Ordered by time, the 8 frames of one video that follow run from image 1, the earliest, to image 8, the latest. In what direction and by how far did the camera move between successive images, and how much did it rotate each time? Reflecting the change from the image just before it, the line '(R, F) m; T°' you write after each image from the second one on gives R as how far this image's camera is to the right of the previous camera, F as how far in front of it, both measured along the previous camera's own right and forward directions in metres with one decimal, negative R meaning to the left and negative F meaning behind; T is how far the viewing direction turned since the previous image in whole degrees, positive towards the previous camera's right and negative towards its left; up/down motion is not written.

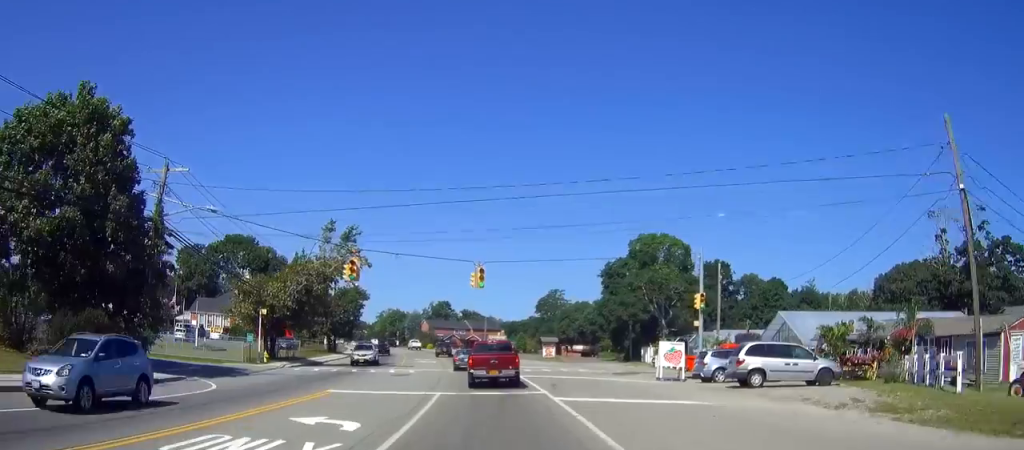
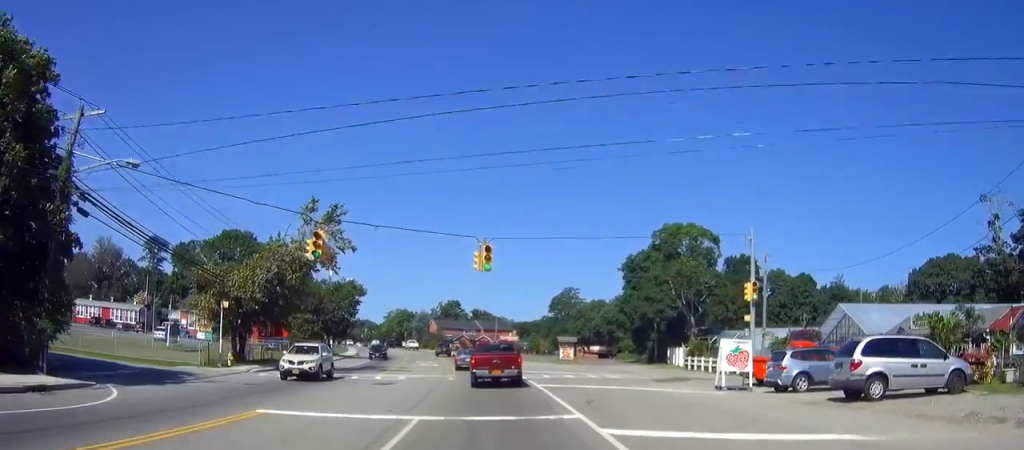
(0.0, +8.3) m; 0°
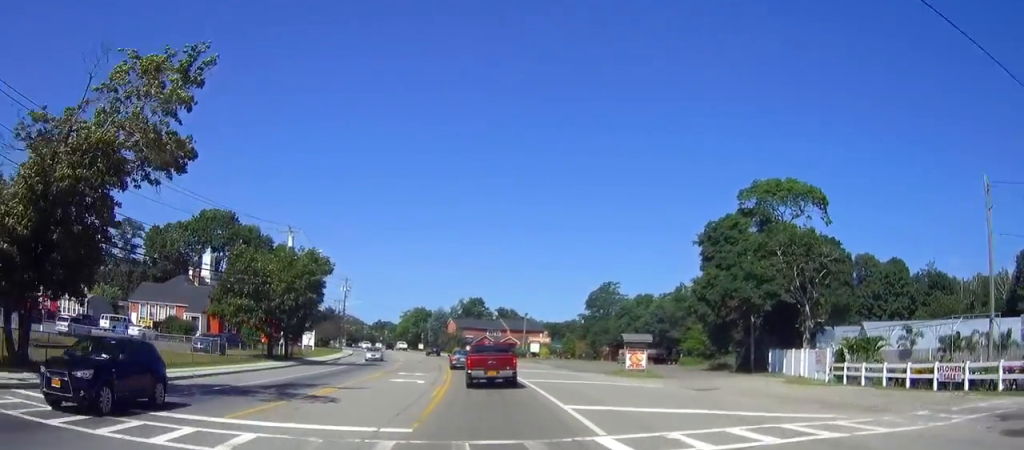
(-0.7, +24.1) m; -3°
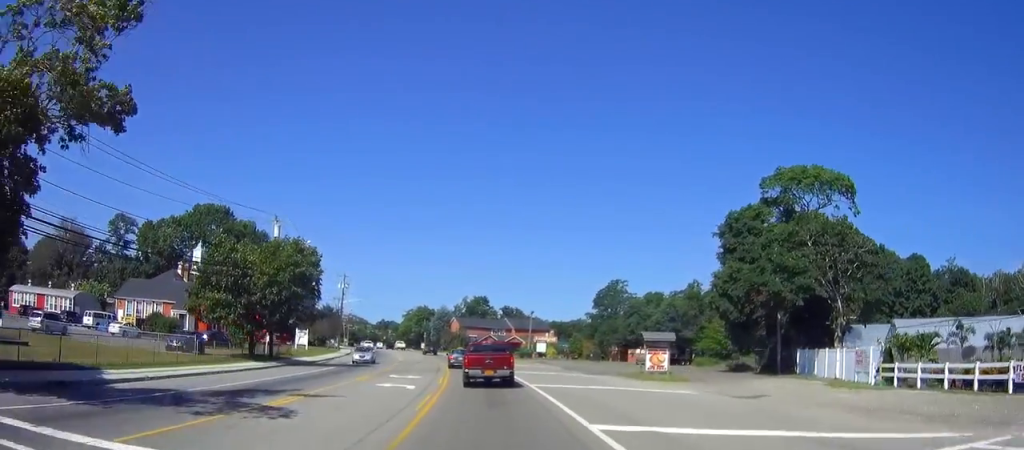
(0.0, +4.8) m; 0°
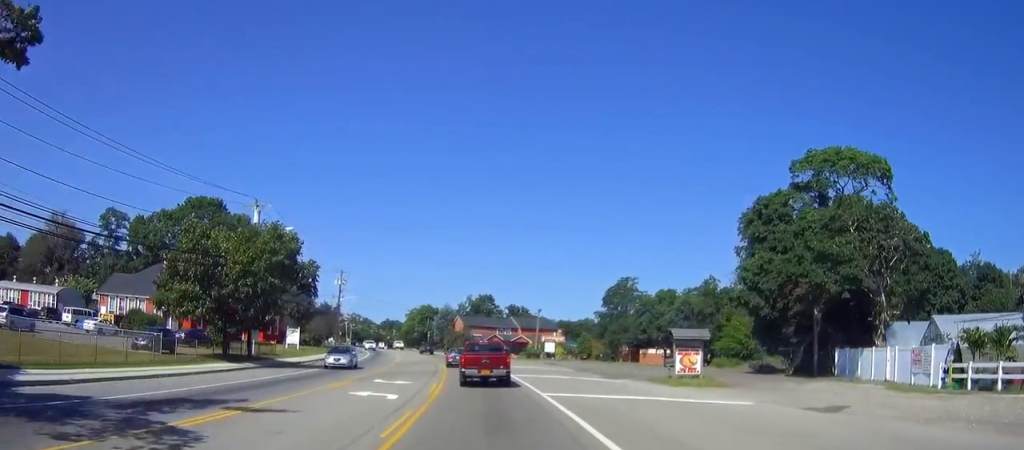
(0.0, +5.5) m; 0°
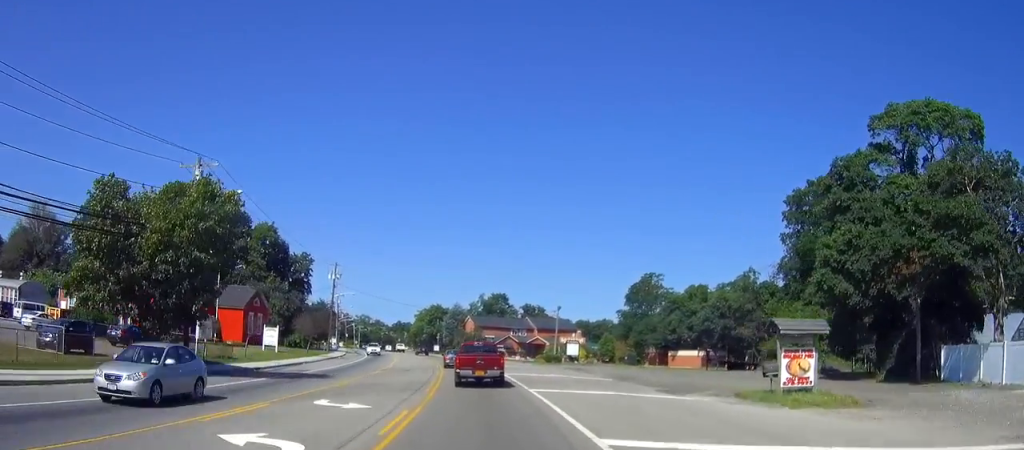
(-0.1, +11.2) m; -2°
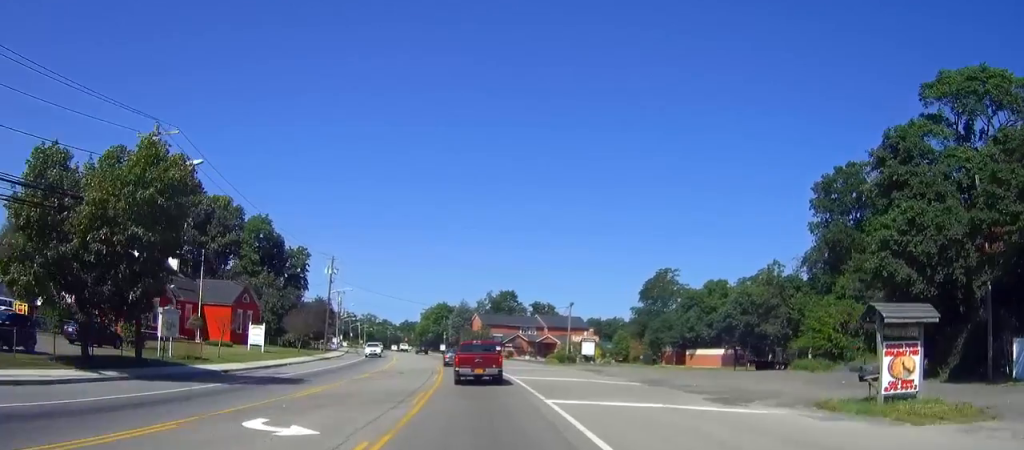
(-0.1, +5.8) m; -1°
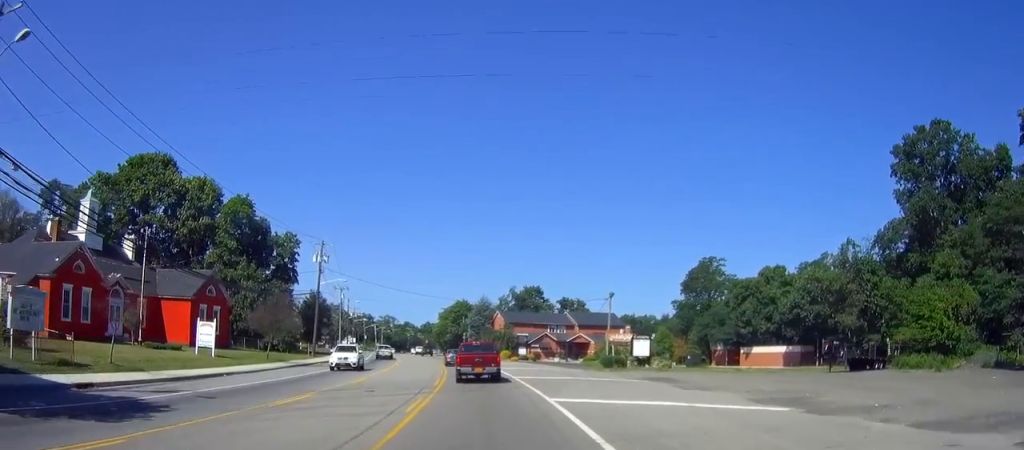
(-0.4, +14.6) m; -2°
